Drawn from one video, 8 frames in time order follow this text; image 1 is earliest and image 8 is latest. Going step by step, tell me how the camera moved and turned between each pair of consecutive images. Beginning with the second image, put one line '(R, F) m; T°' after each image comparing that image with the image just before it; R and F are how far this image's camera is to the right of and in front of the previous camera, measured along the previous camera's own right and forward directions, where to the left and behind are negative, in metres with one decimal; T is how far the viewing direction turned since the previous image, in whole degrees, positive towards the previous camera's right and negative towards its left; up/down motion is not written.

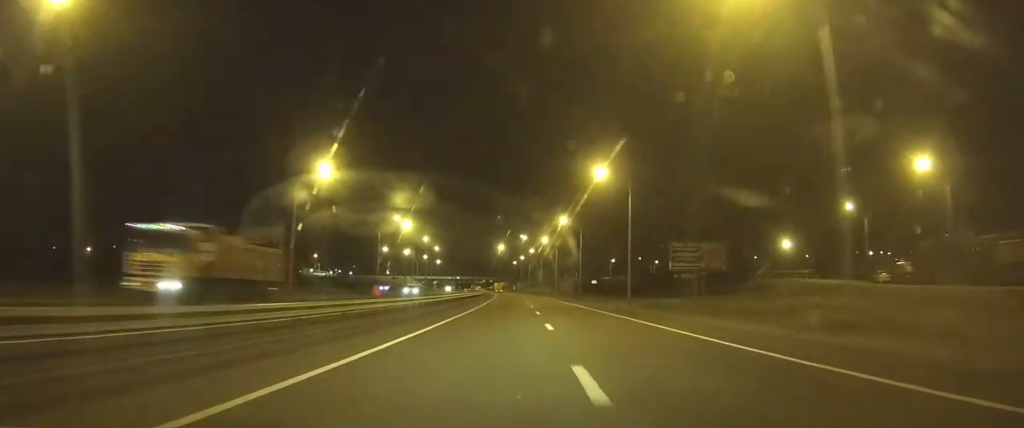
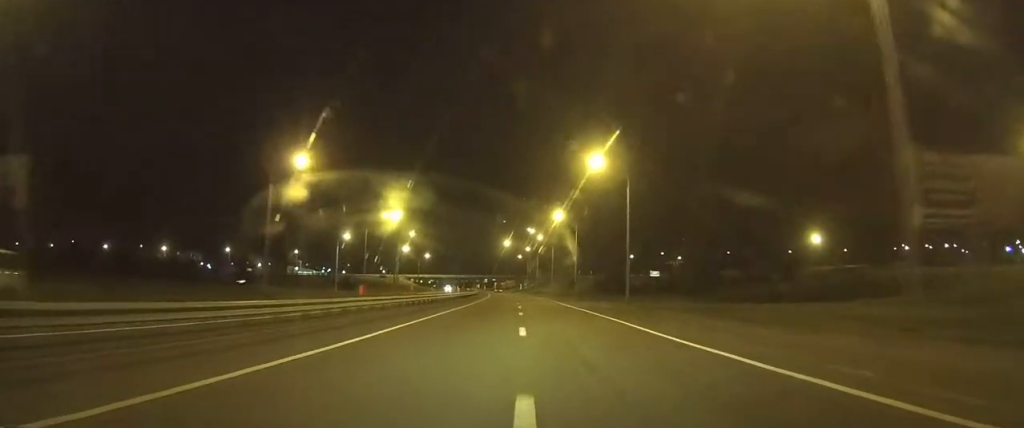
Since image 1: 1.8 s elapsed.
(-0.2, +38.5) m; -1°
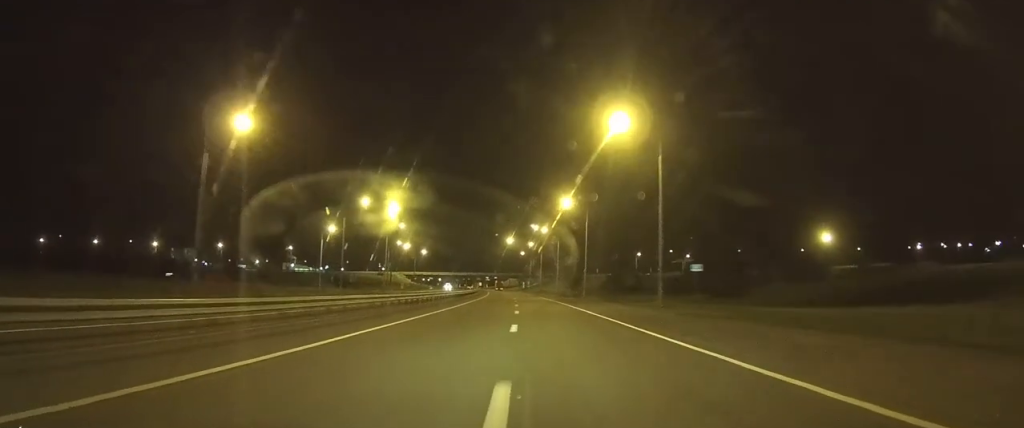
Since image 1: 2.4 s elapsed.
(0.0, +11.2) m; 0°
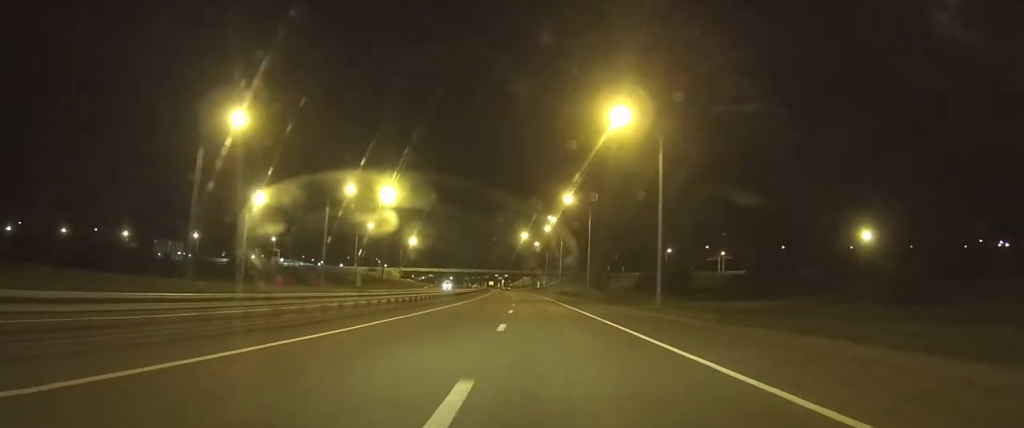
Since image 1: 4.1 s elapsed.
(-0.3, +35.6) m; -1°
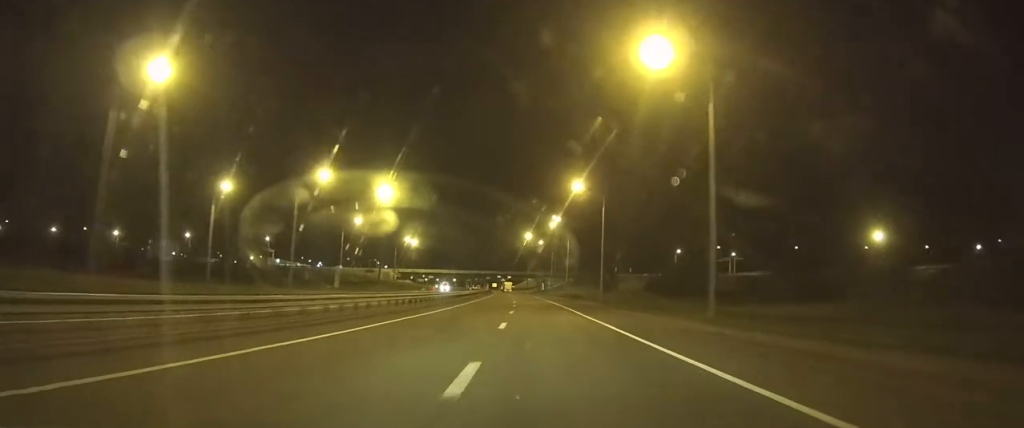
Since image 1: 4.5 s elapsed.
(0.0, +9.8) m; 0°
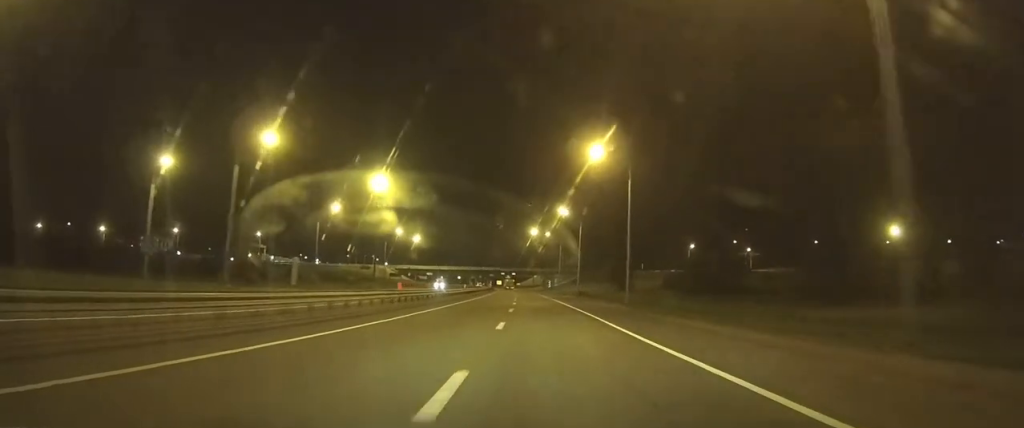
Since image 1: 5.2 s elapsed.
(-0.2, +13.3) m; -1°
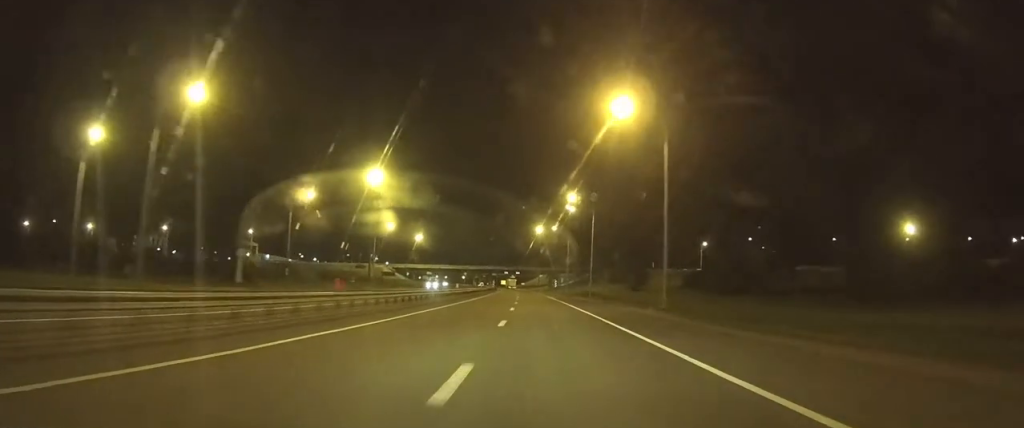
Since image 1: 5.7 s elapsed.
(0.0, +11.2) m; -1°
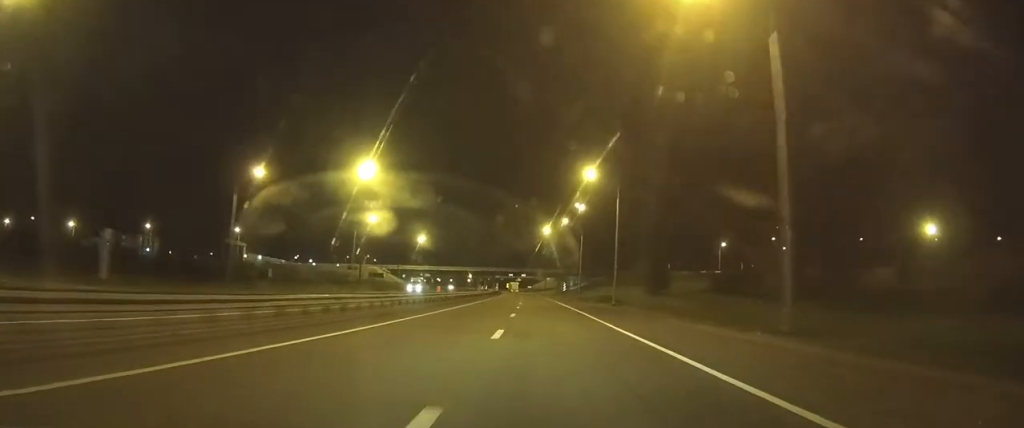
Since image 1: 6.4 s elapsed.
(+0.1, +15.4) m; -1°
